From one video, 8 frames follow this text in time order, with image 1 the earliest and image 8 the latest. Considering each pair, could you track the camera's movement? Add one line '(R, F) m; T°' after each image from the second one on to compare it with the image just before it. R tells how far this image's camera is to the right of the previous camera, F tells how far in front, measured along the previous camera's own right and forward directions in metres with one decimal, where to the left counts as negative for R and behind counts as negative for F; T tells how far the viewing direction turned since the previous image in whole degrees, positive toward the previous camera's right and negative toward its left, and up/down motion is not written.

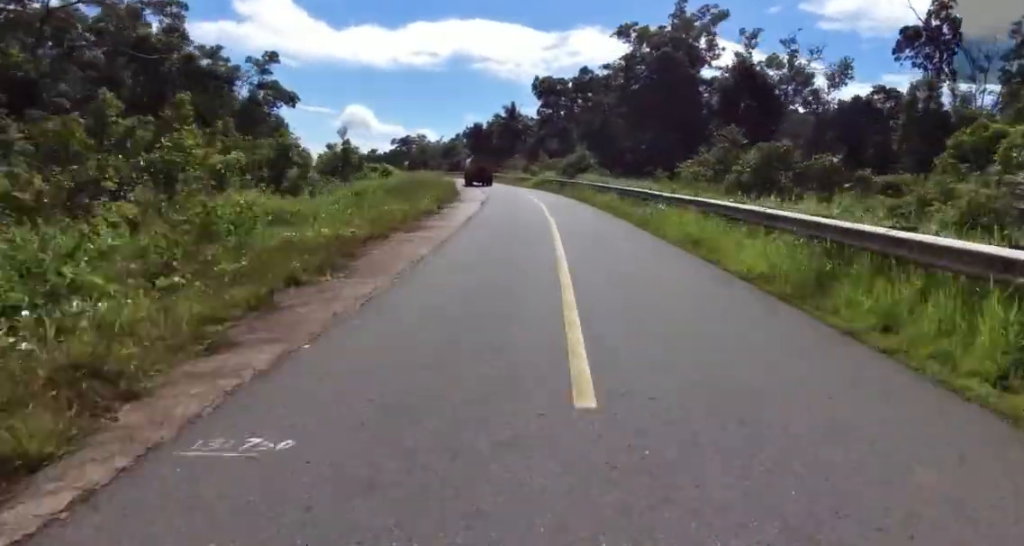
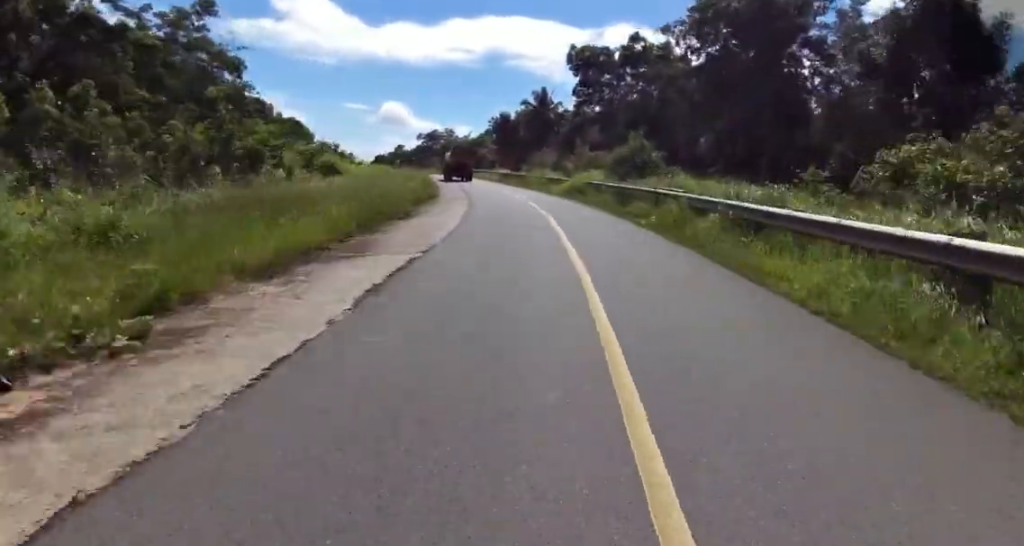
(0.0, +22.0) m; 0°
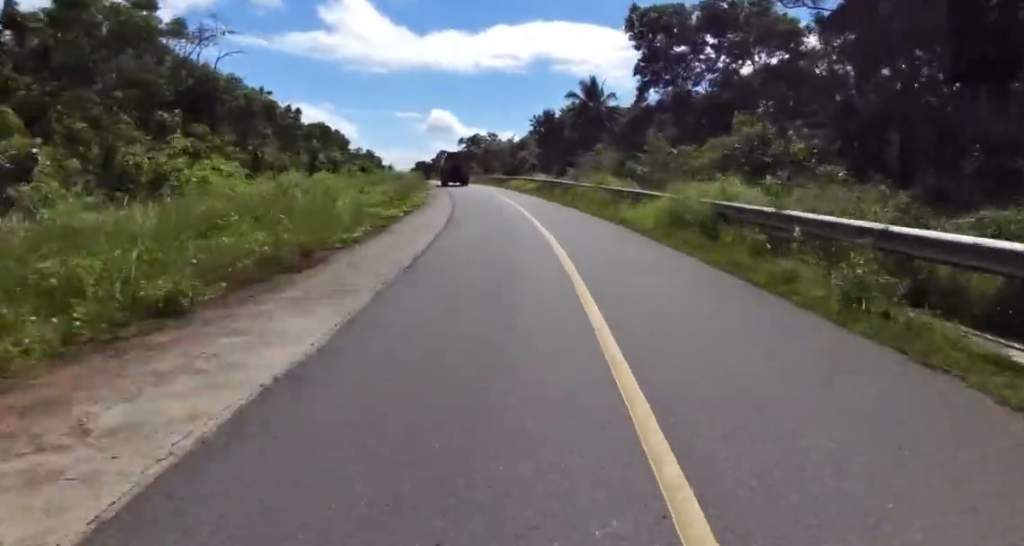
(0.0, +18.9) m; -3°
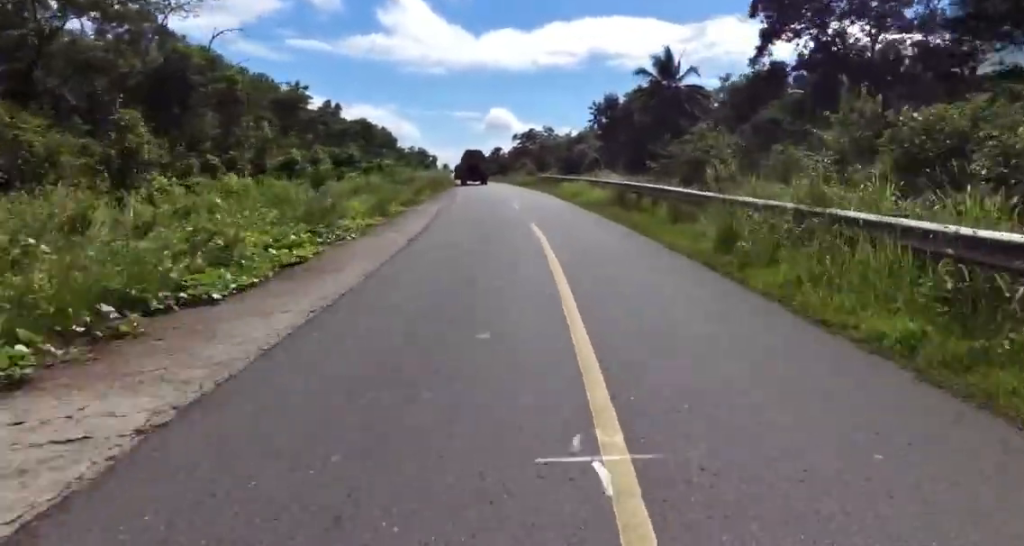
(-0.9, +18.5) m; -3°
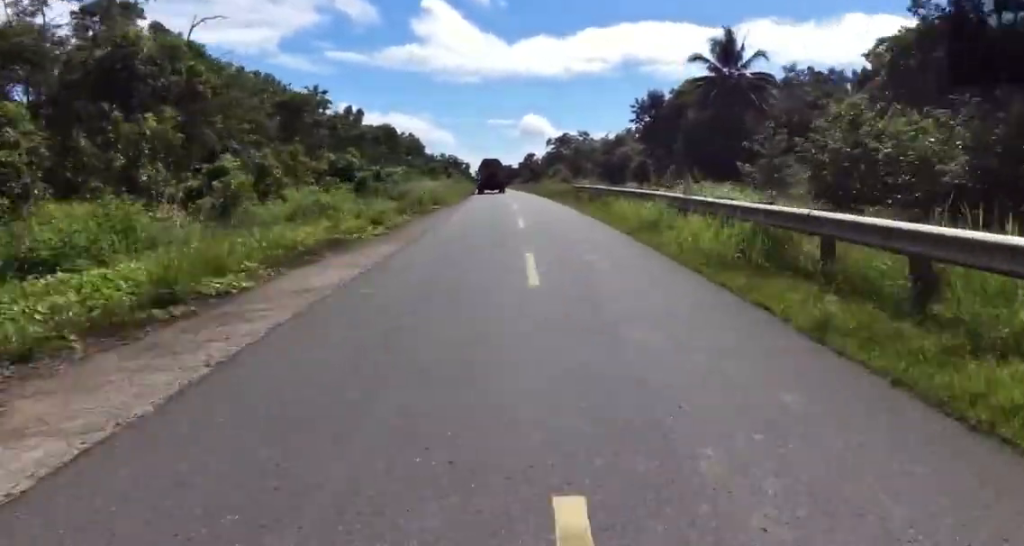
(-0.2, +12.8) m; -3°
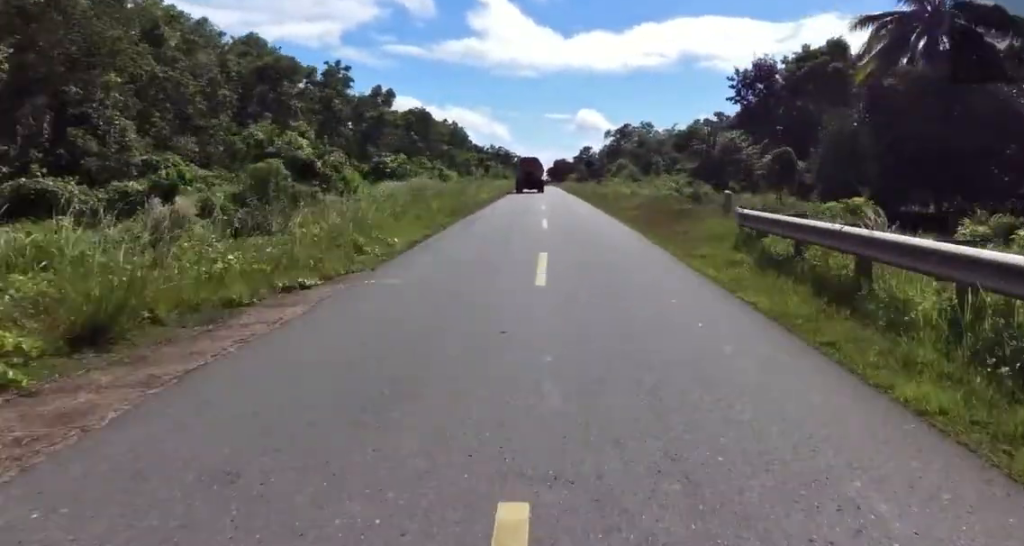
(-1.2, +24.4) m; -8°
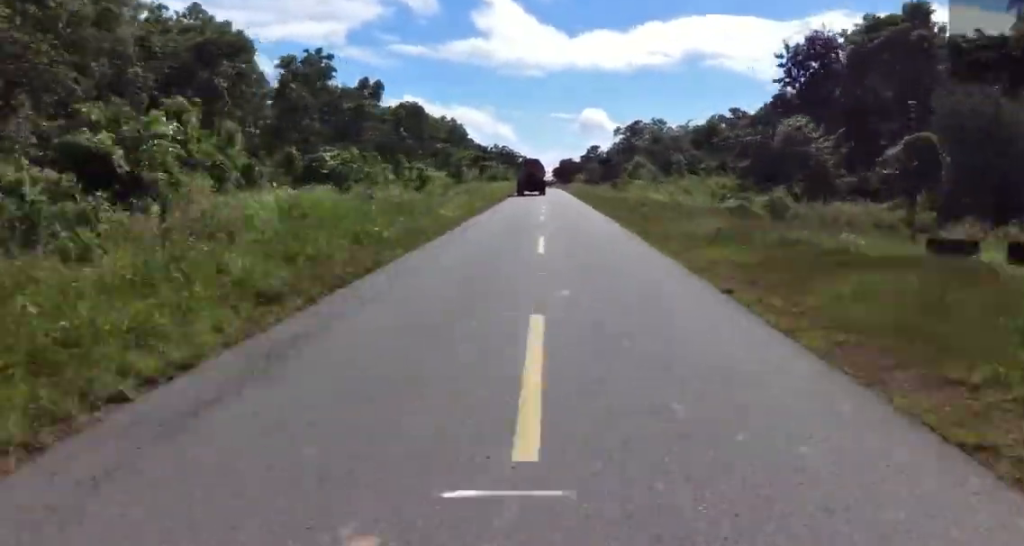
(-0.4, +13.1) m; -5°
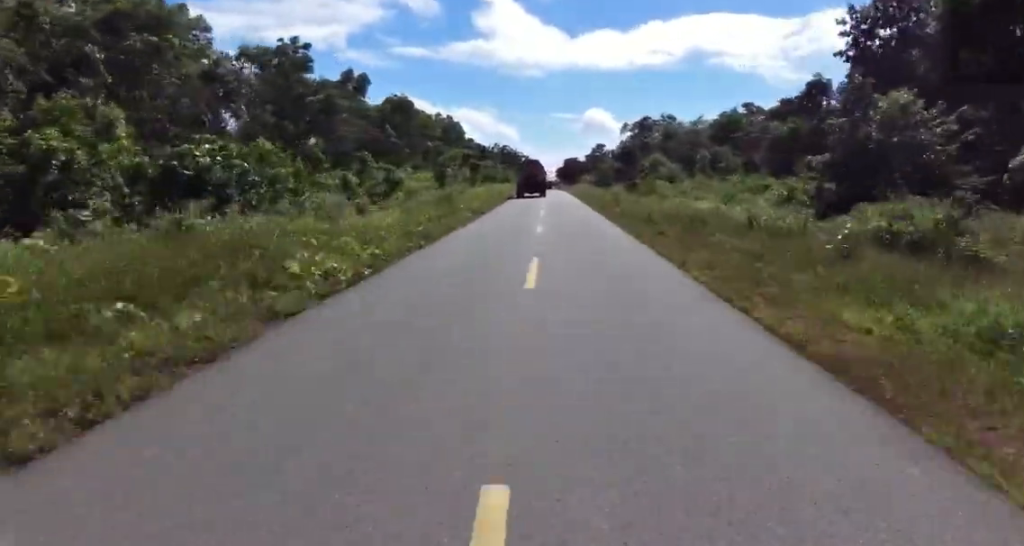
(-0.7, +11.2) m; 0°
